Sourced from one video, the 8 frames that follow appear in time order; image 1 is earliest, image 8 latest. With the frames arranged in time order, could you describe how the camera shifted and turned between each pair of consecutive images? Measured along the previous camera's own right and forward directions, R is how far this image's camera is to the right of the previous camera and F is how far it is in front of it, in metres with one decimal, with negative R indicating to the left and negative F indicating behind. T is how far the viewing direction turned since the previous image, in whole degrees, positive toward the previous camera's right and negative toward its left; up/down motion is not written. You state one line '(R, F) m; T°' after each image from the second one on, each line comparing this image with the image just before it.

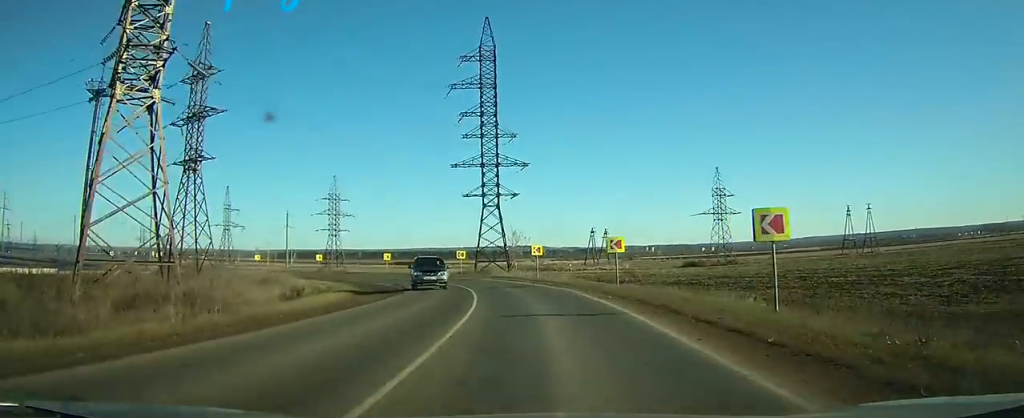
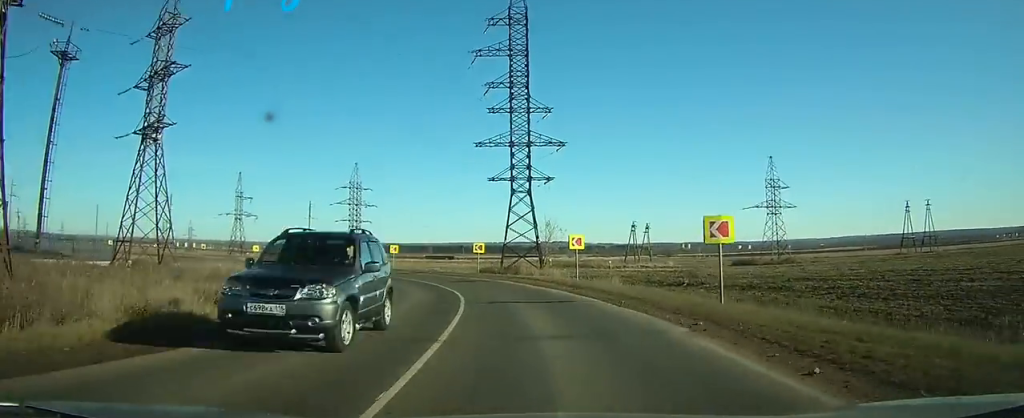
(+0.1, +13.2) m; -2°
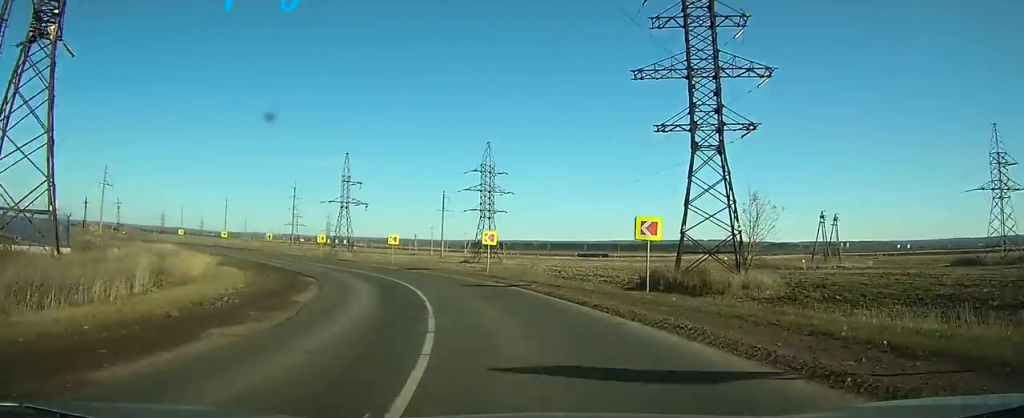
(-1.0, +28.6) m; -8°
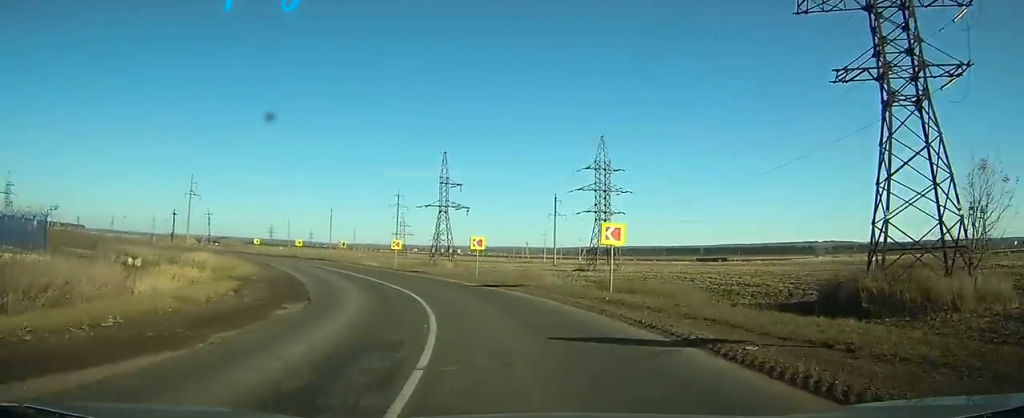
(+0.5, +13.4) m; -7°
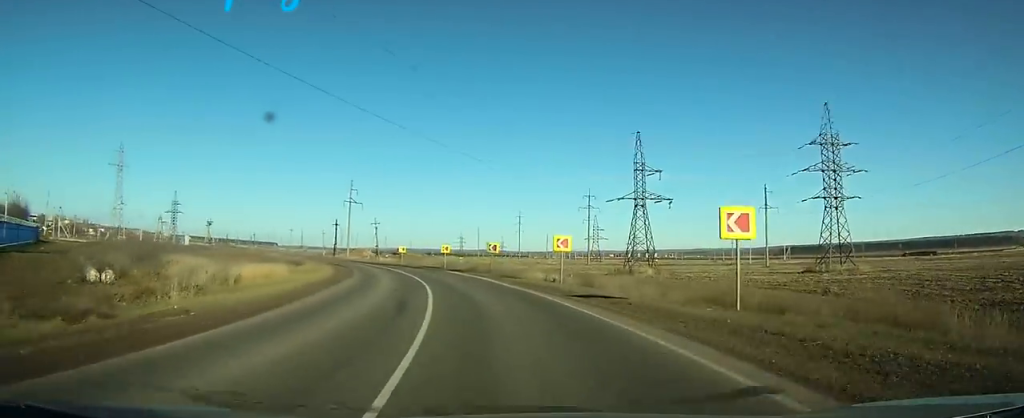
(-3.4, +20.3) m; -16°
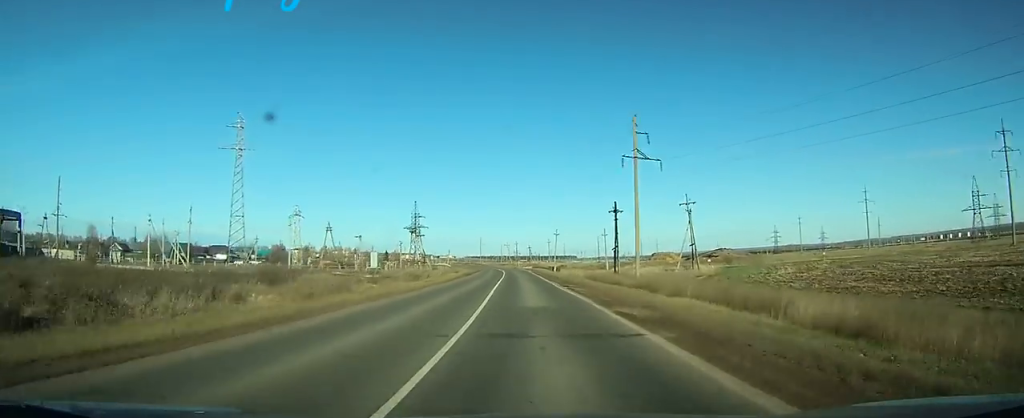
(-27.5, +58.8) m; -43°
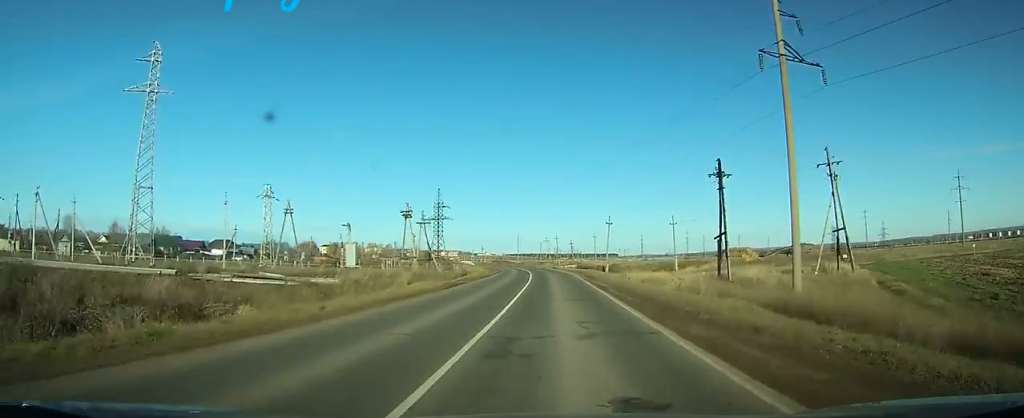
(-3.0, +31.5) m; -7°
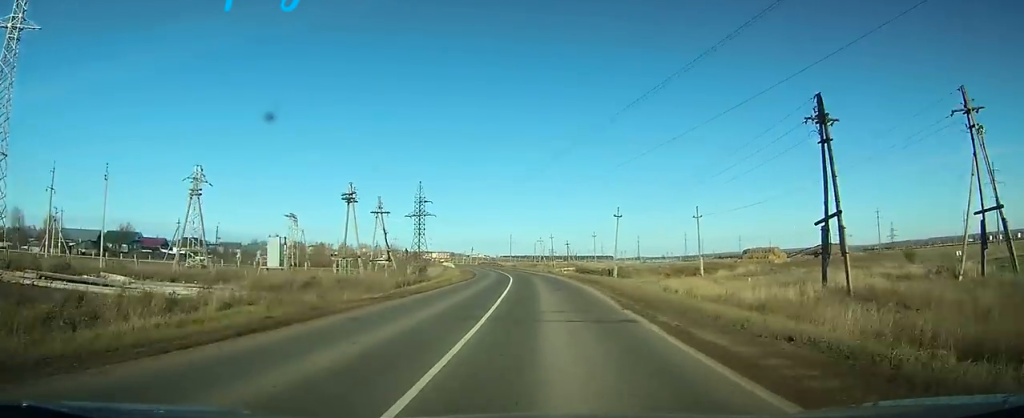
(-0.4, +19.6) m; -2°
